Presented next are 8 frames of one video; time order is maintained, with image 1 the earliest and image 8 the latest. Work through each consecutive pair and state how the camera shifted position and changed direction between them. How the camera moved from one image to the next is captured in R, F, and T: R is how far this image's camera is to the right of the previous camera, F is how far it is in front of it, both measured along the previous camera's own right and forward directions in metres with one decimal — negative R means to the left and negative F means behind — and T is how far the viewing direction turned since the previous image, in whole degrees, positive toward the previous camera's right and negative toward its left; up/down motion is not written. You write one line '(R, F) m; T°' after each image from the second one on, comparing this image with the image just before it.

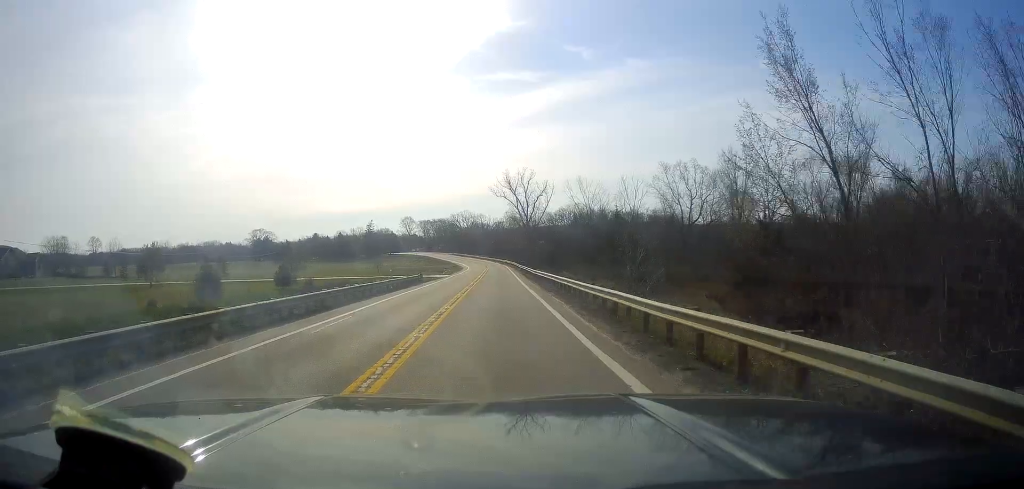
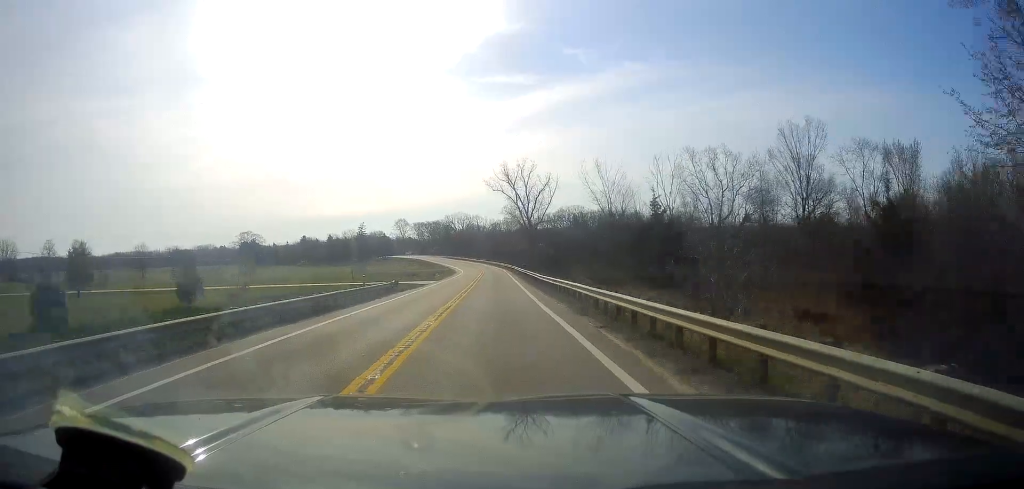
(-0.4, +12.2) m; 0°
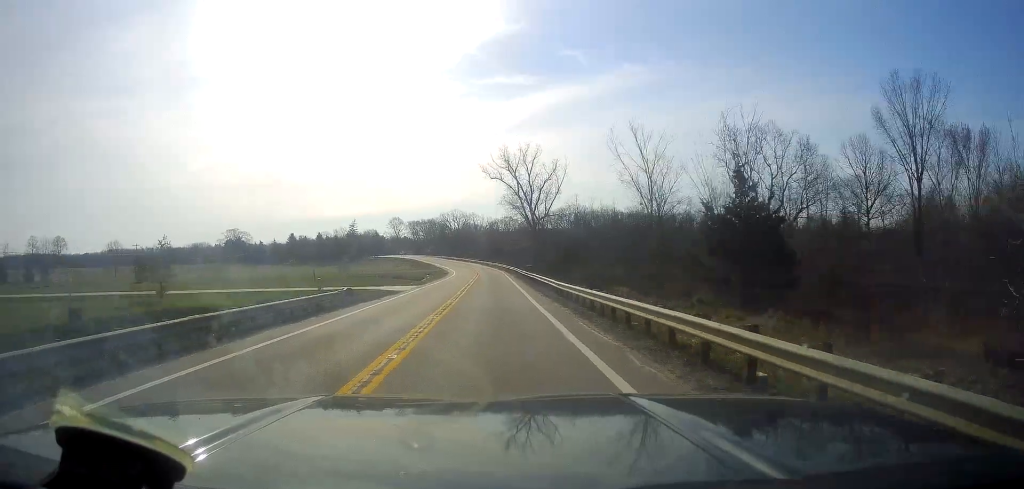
(+0.1, +13.1) m; +1°
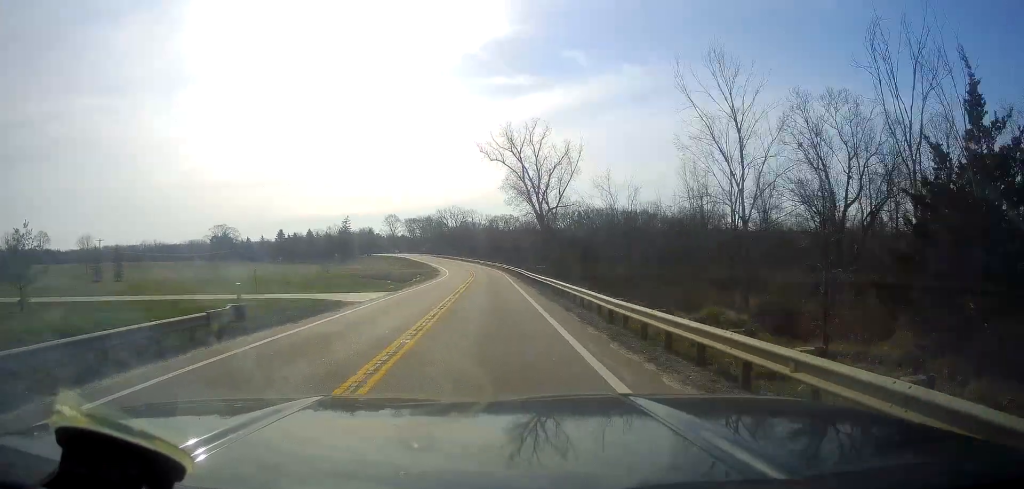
(+0.2, +13.2) m; +1°
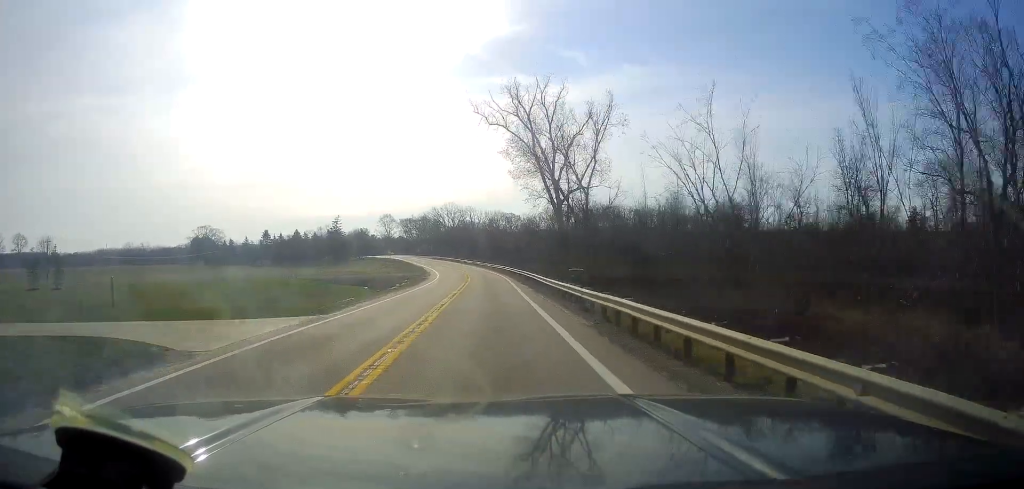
(+0.2, +16.6) m; 0°
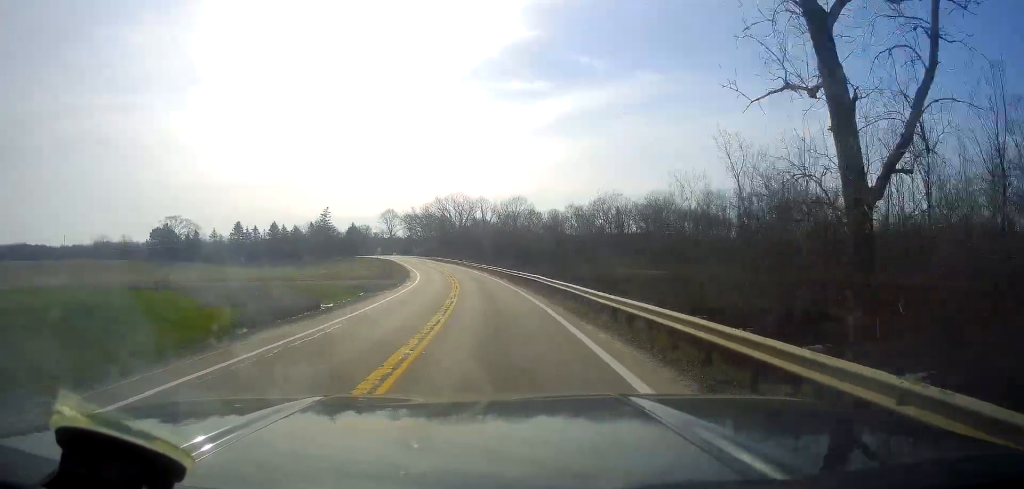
(-0.6, +37.9) m; -2°
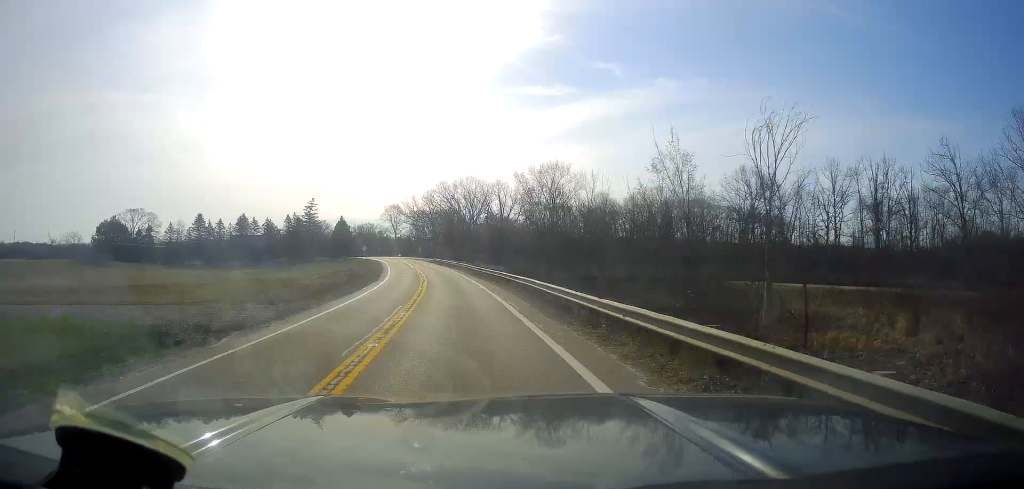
(-0.3, +37.7) m; -1°
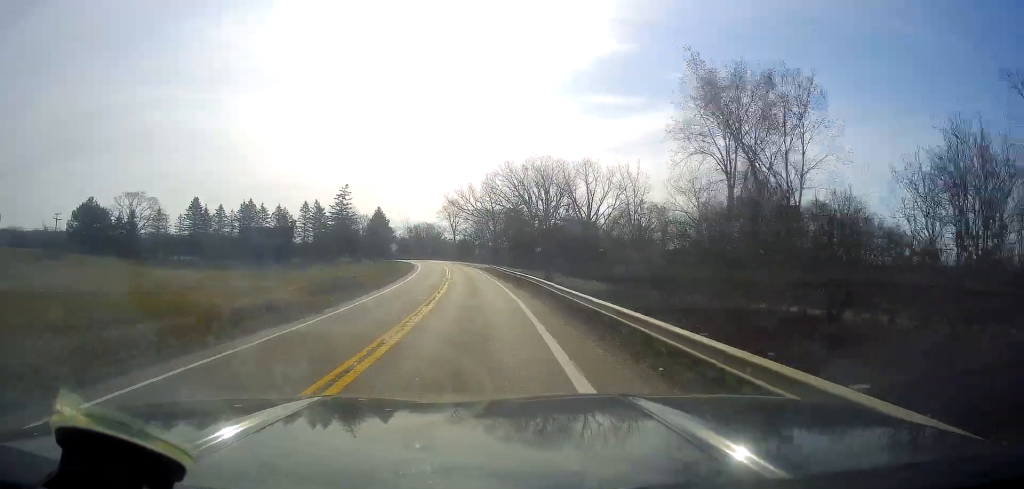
(-1.1, +36.0) m; -5°
